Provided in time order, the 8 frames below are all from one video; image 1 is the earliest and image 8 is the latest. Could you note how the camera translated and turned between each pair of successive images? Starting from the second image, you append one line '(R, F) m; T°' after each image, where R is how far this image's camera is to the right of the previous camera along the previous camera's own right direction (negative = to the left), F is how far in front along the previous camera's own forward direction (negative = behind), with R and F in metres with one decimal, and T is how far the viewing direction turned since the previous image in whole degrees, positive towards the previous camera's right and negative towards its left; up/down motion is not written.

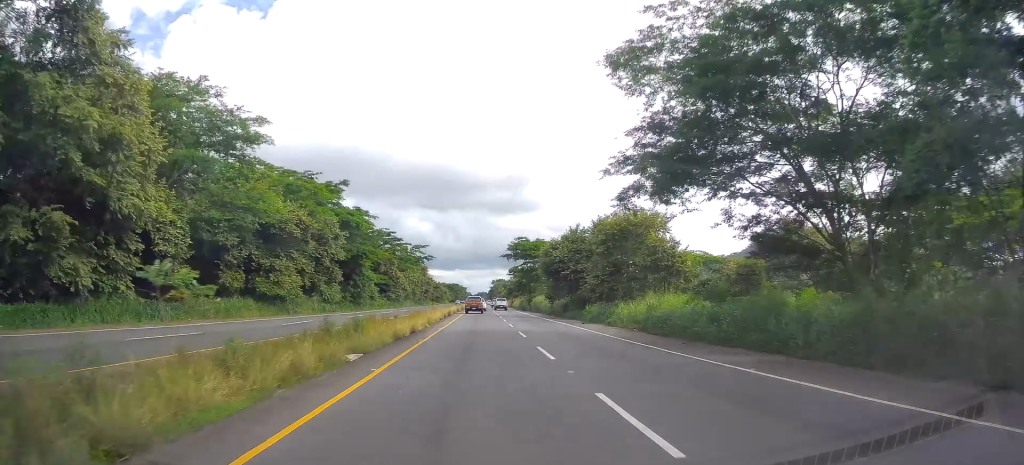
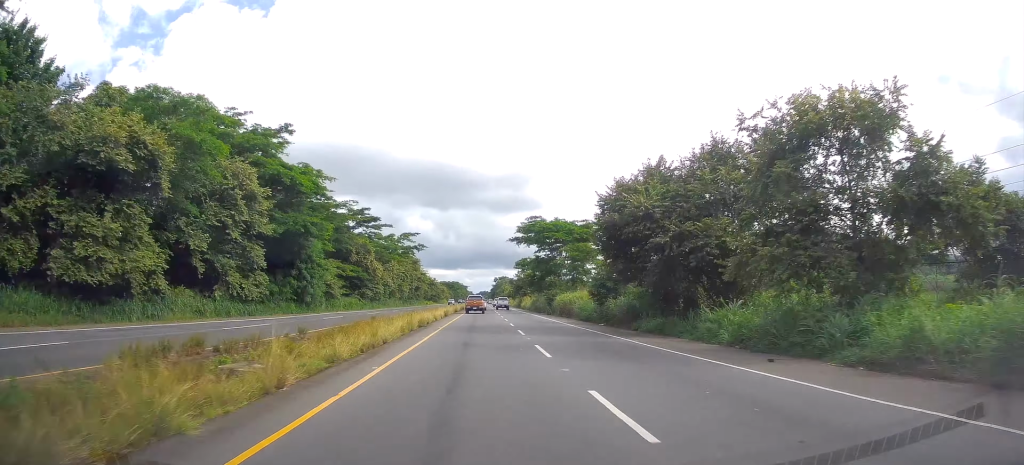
(+0.2, +24.8) m; 0°
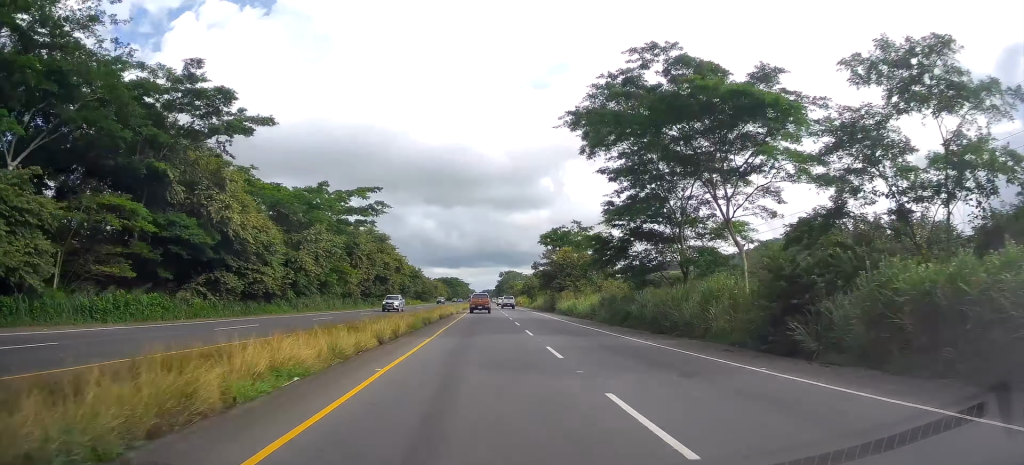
(+0.1, +49.4) m; 0°
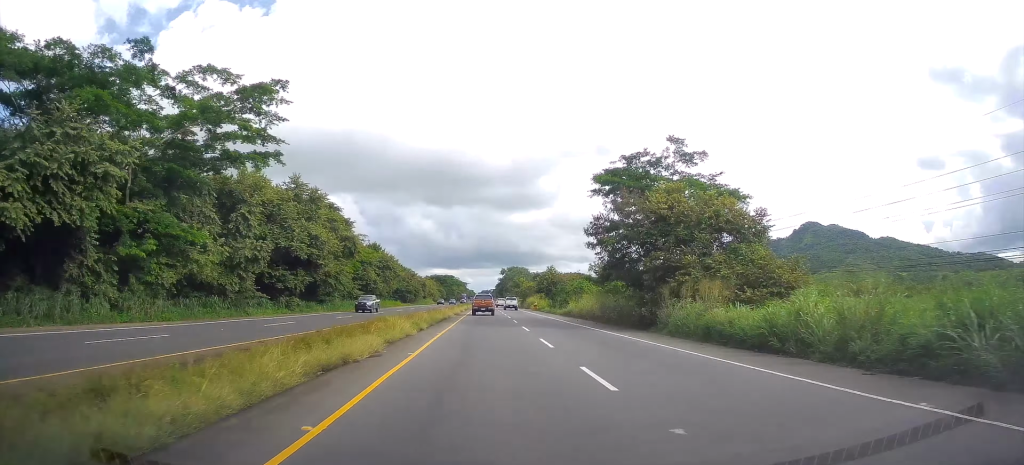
(-0.3, +37.7) m; 0°
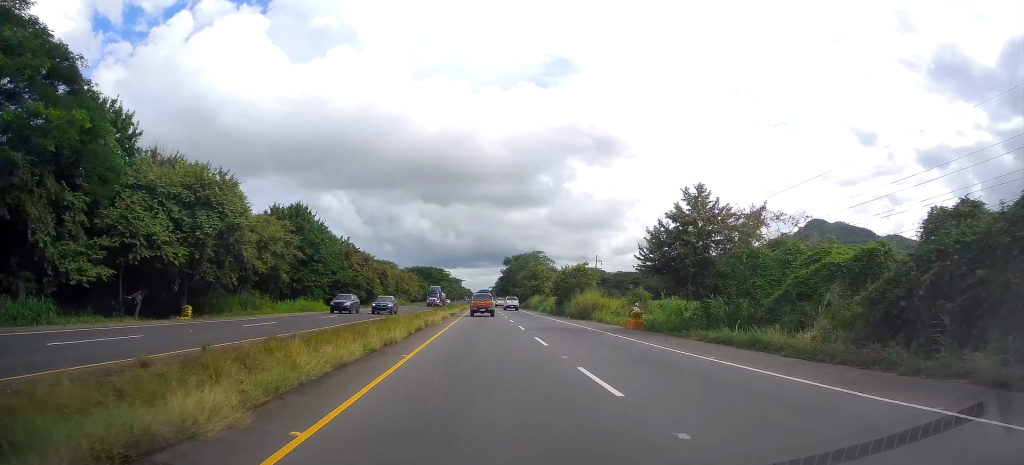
(+0.3, +60.1) m; 0°
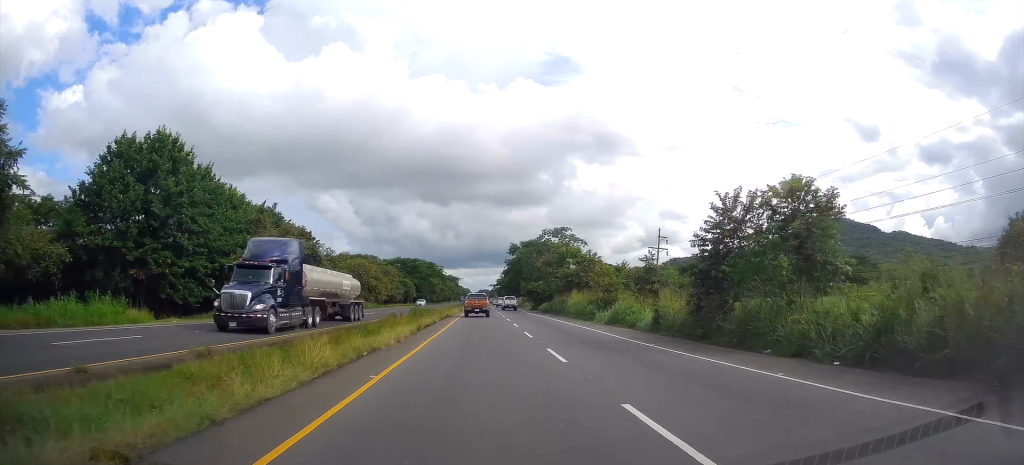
(-0.4, +39.4) m; 0°
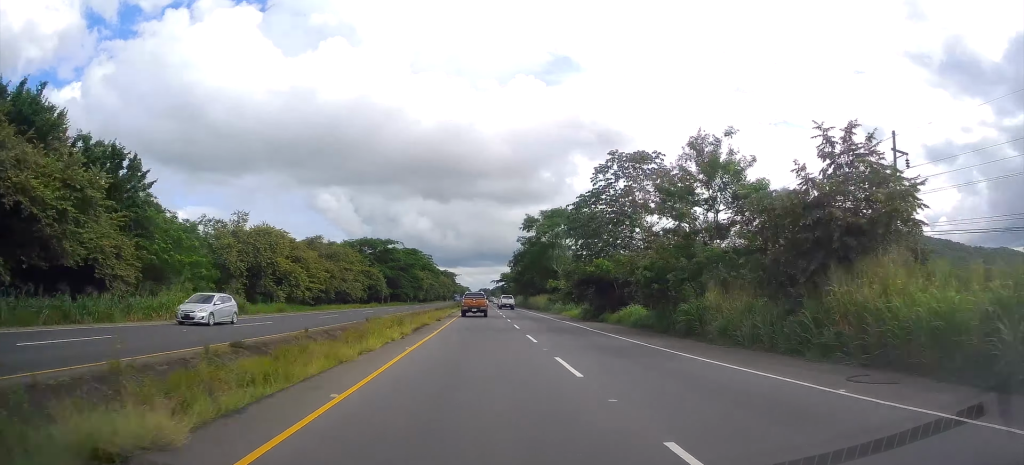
(+0.3, +43.4) m; -1°
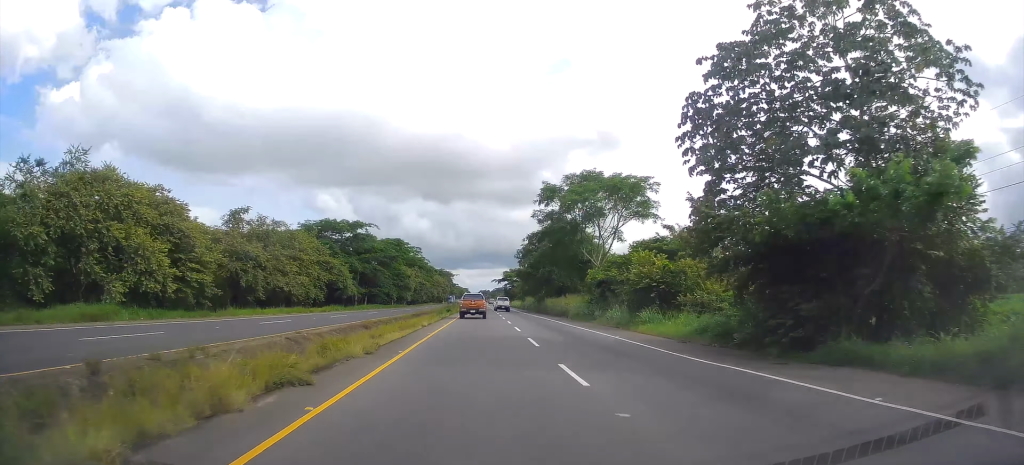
(-0.2, +24.7) m; 0°
